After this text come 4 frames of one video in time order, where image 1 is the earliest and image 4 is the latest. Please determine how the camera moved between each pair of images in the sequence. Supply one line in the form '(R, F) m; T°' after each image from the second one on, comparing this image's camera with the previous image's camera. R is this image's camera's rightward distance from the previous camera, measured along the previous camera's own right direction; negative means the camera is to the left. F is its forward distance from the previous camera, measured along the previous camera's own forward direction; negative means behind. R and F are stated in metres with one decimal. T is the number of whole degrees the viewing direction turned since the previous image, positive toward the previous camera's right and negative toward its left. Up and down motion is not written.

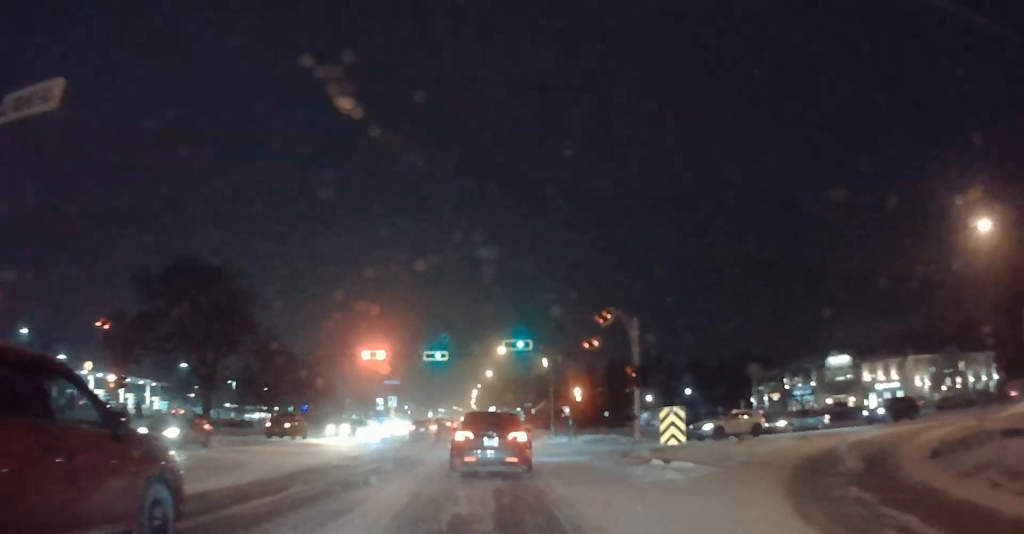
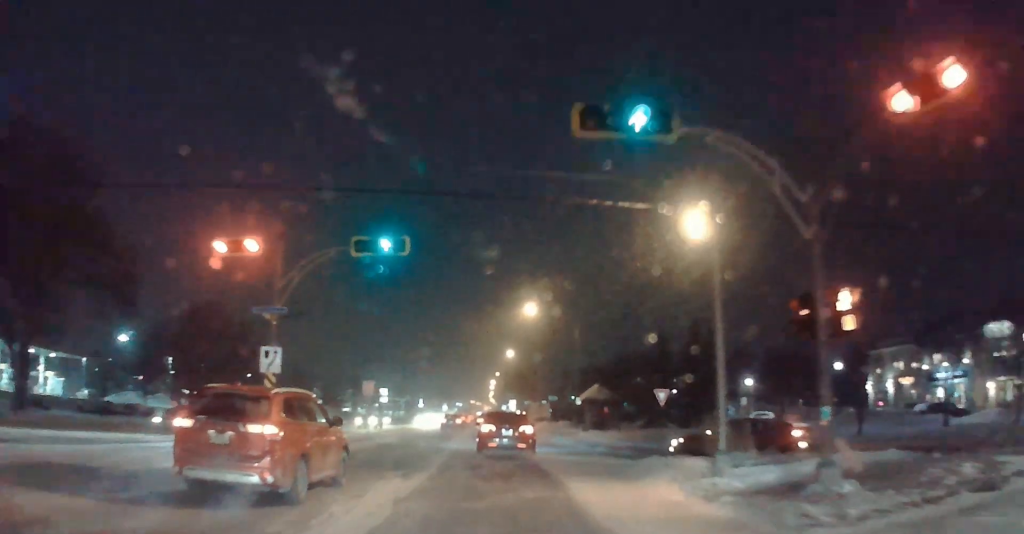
(+0.5, +27.4) m; +2°
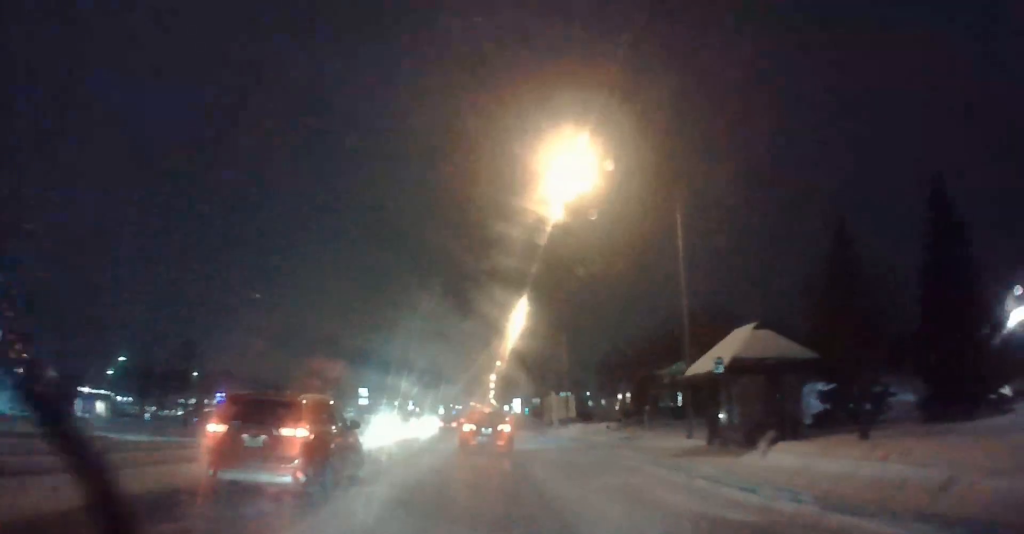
(-1.0, +31.9) m; -1°
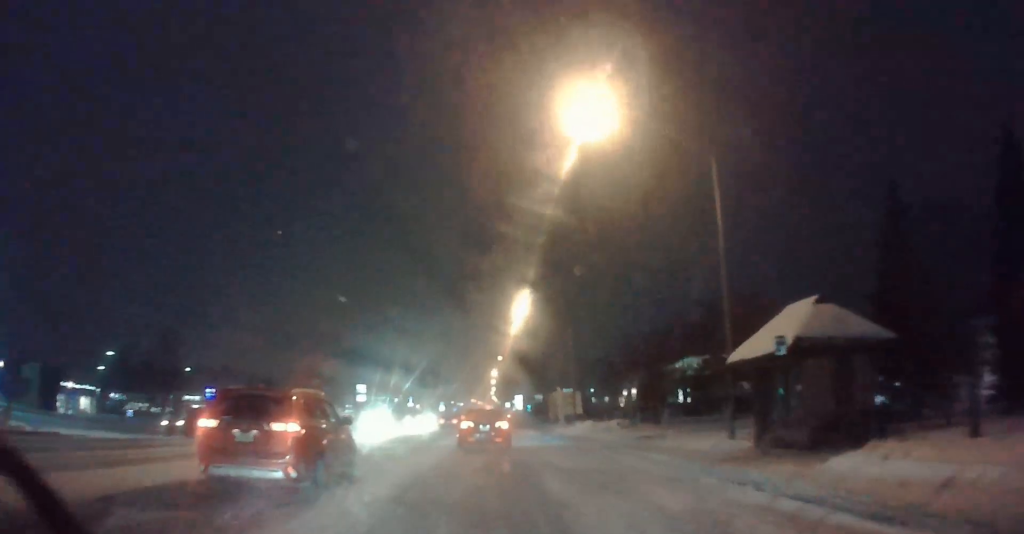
(0.0, +4.6) m; +1°
